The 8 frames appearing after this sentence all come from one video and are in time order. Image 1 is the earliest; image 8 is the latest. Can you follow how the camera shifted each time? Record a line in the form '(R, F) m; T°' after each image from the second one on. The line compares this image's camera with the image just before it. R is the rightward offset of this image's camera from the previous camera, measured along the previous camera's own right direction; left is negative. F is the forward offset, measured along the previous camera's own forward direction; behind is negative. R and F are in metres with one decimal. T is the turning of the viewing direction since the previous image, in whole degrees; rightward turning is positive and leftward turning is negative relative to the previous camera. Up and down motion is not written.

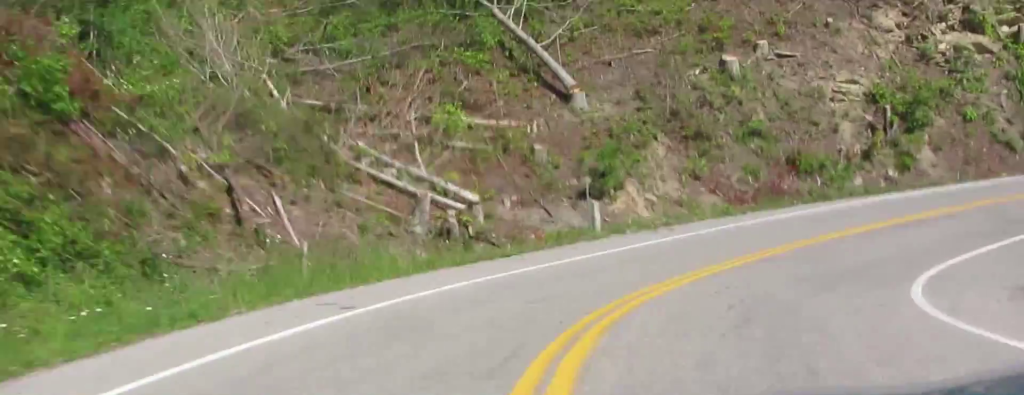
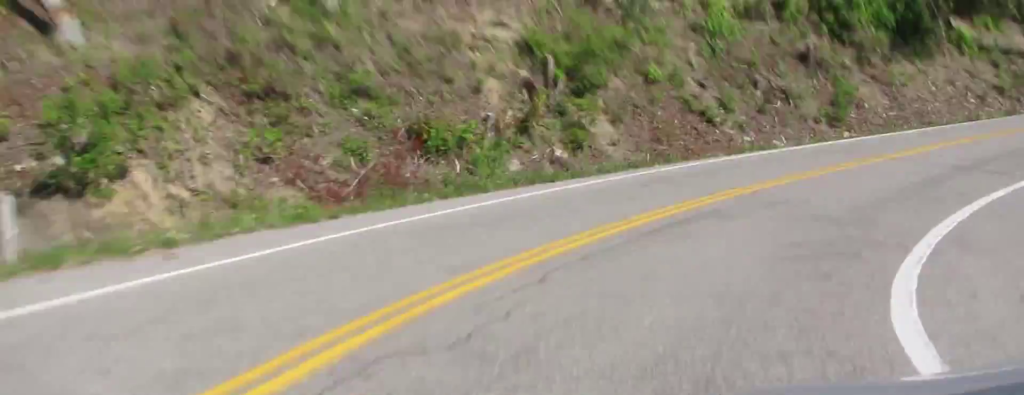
(+4.2, +11.9) m; +25°
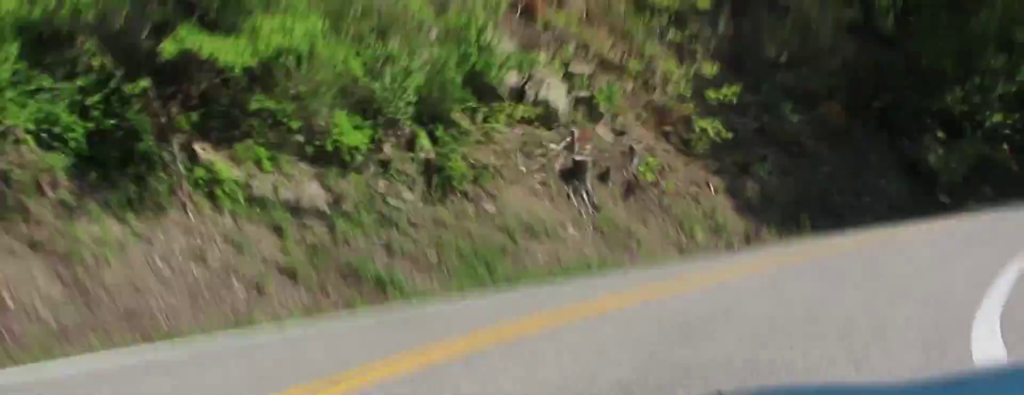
(+4.3, +14.9) m; +20°
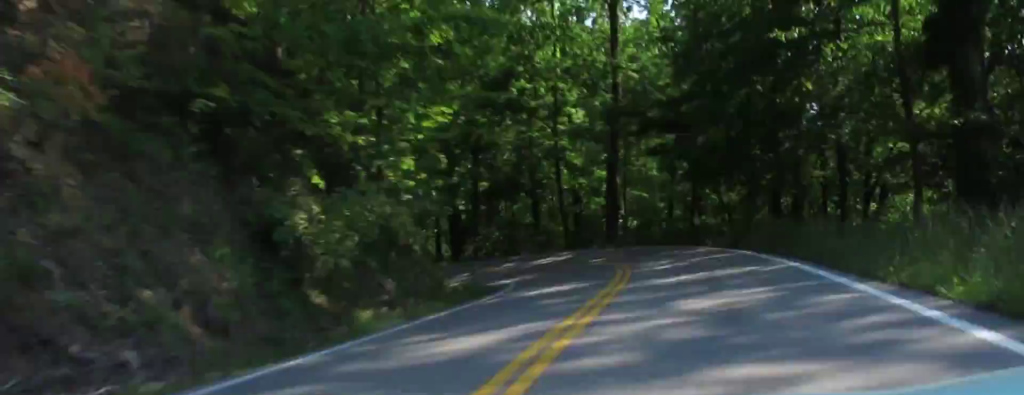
(+2.3, +18.2) m; +5°
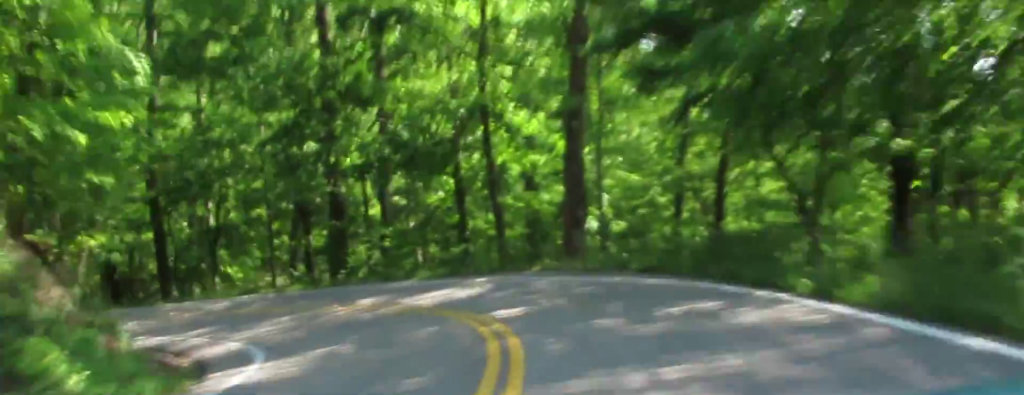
(-0.9, +20.1) m; -24°
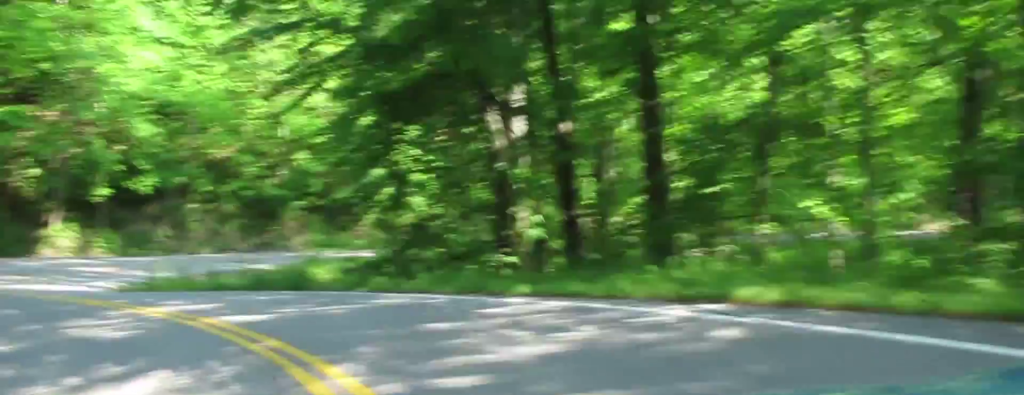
(-9.9, +20.8) m; -35°
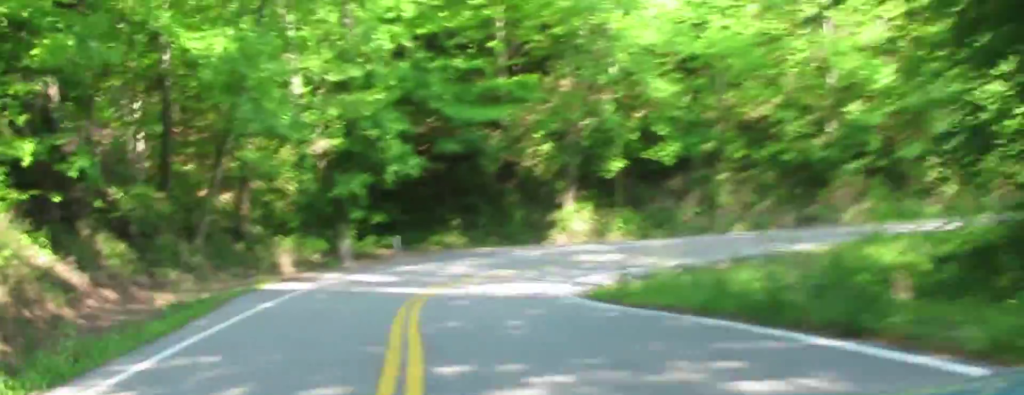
(-0.8, +15.1) m; -5°
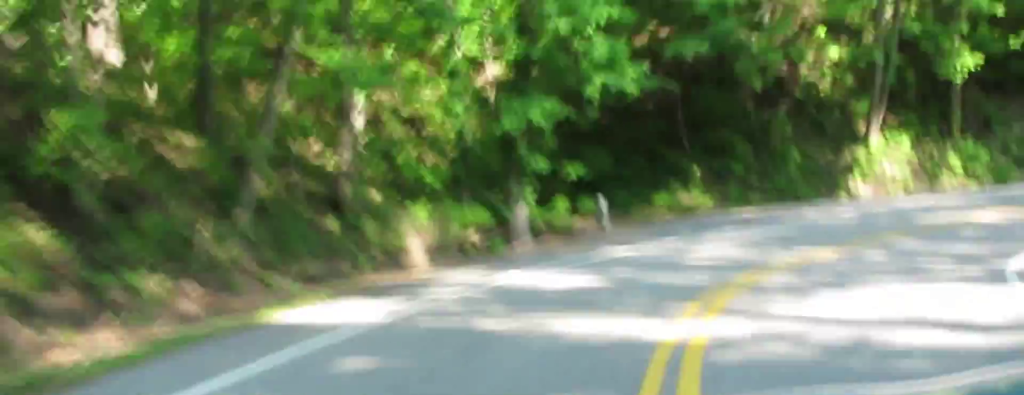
(-0.4, +18.5) m; +22°
